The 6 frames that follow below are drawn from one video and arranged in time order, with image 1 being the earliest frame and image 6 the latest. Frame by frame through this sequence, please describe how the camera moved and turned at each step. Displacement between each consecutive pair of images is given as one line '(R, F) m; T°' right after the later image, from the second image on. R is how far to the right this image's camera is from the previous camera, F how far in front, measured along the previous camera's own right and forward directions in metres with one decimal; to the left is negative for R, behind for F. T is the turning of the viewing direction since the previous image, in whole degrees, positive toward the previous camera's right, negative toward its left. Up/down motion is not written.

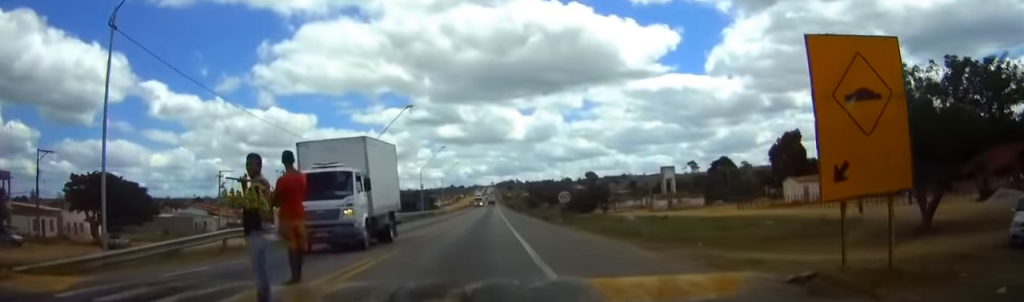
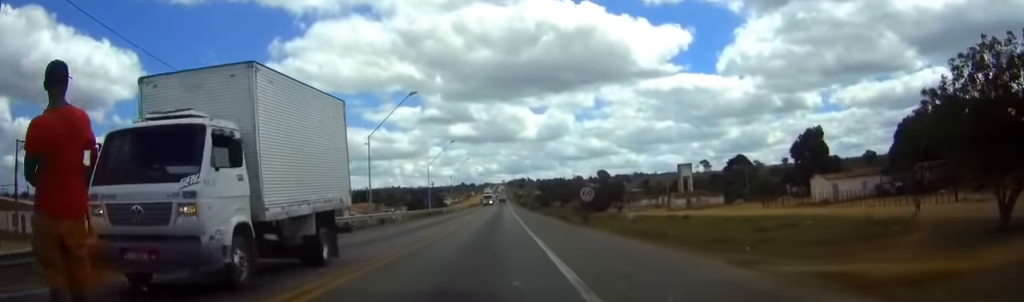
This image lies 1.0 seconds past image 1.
(0.0, +5.6) m; -1°
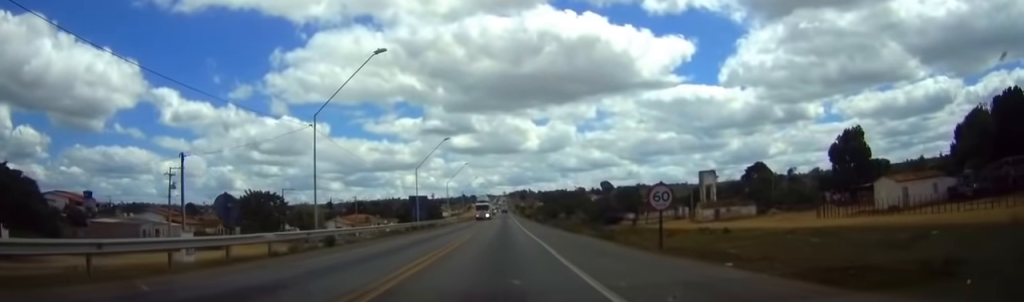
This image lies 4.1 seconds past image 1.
(-0.2, +16.4) m; +1°
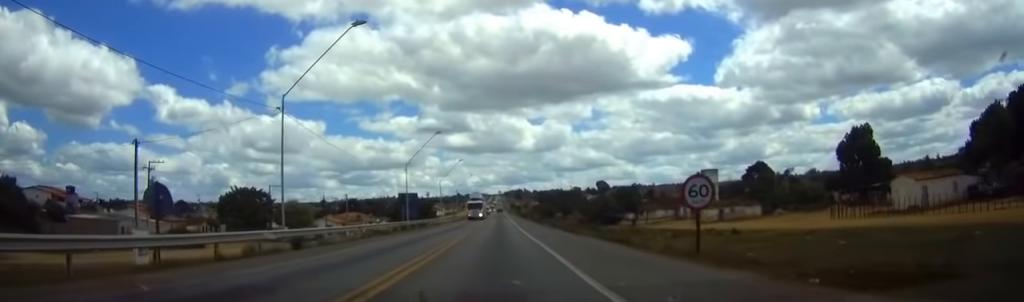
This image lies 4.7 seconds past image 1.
(0.0, +4.5) m; 0°
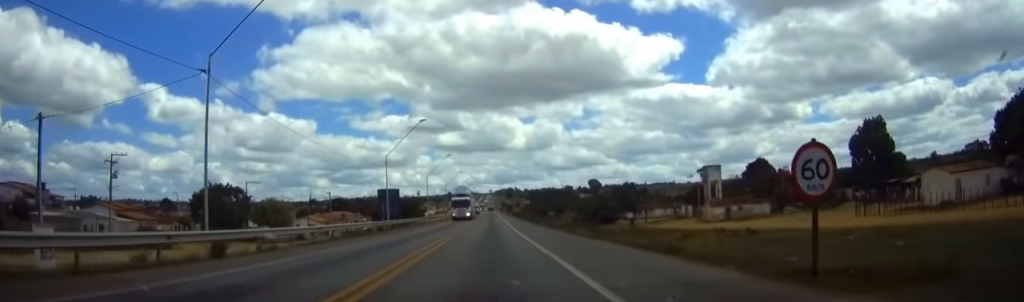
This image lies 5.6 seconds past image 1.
(+0.1, +7.4) m; +1°
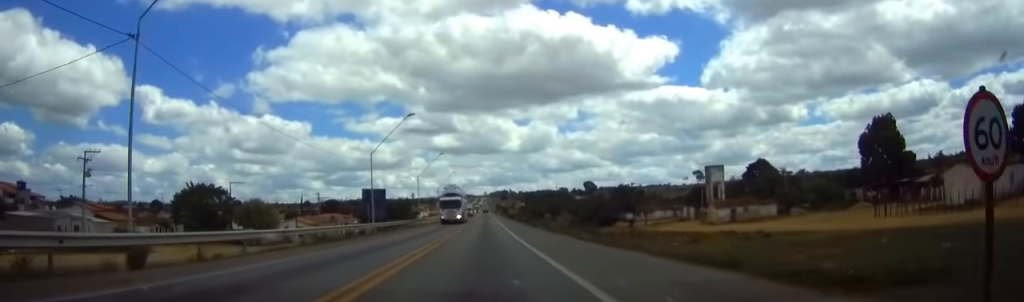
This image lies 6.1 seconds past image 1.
(0.0, +4.9) m; 0°
